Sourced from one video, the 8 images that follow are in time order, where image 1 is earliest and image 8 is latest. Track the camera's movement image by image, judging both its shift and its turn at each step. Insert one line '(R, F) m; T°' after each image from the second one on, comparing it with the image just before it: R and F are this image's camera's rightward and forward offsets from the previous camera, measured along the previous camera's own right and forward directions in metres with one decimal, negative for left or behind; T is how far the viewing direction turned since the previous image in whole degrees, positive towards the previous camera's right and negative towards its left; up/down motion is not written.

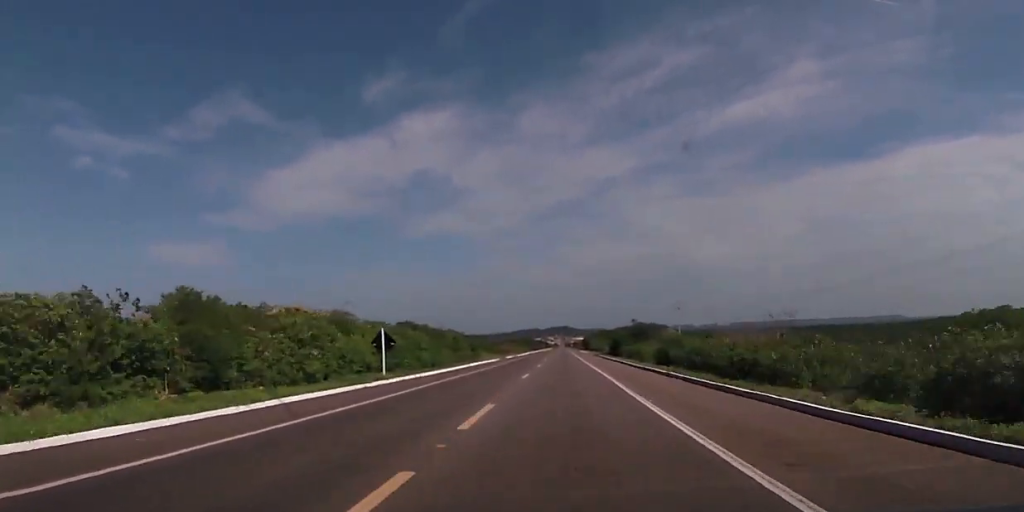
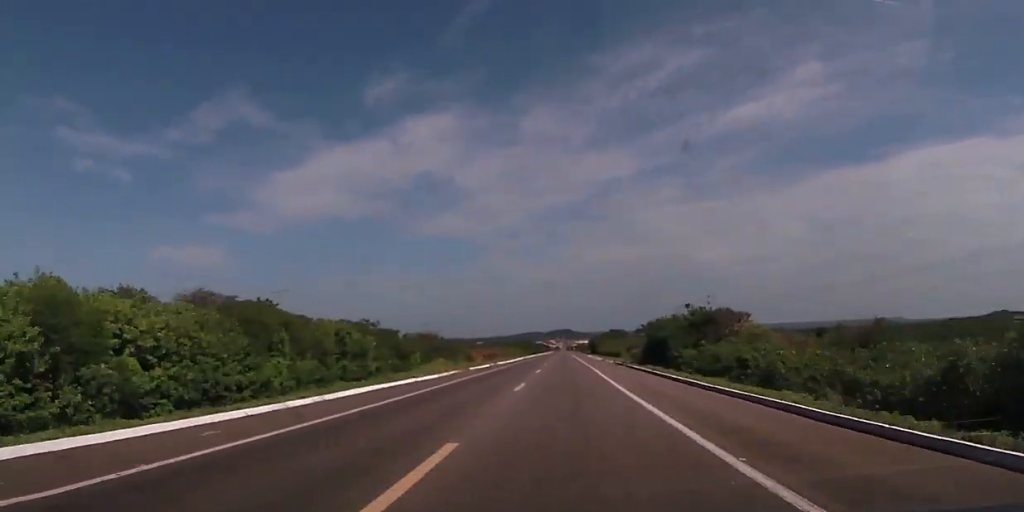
(+0.1, +38.3) m; -1°
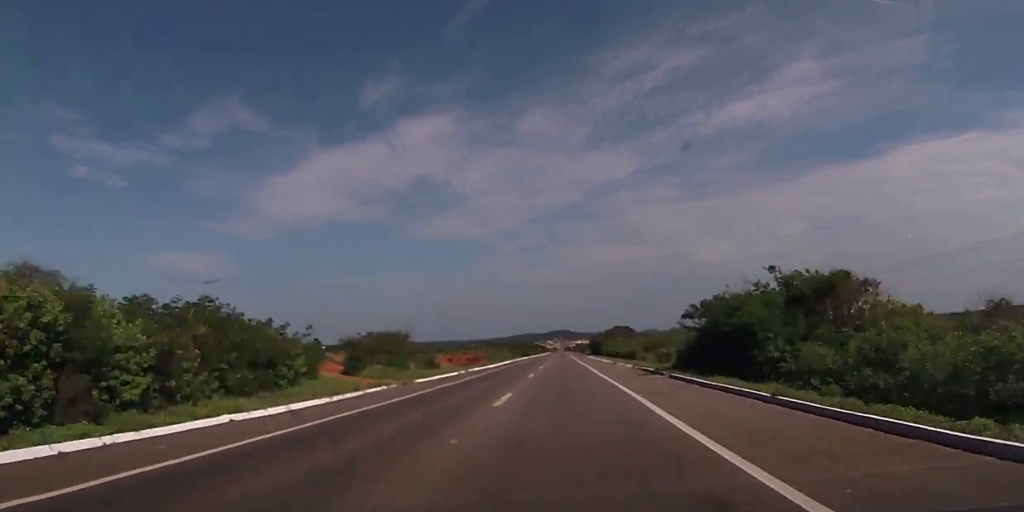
(-0.1, +22.1) m; 0°
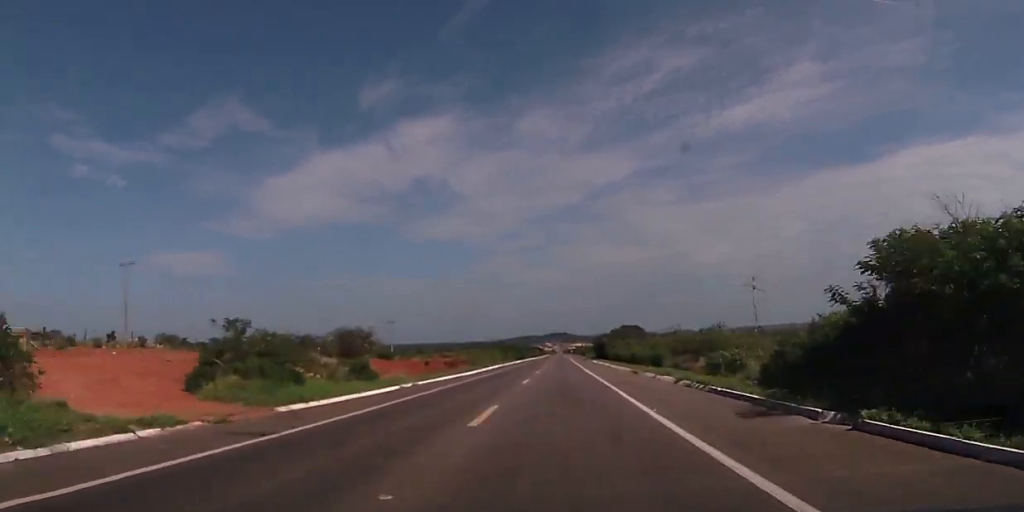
(-0.5, +19.8) m; +1°
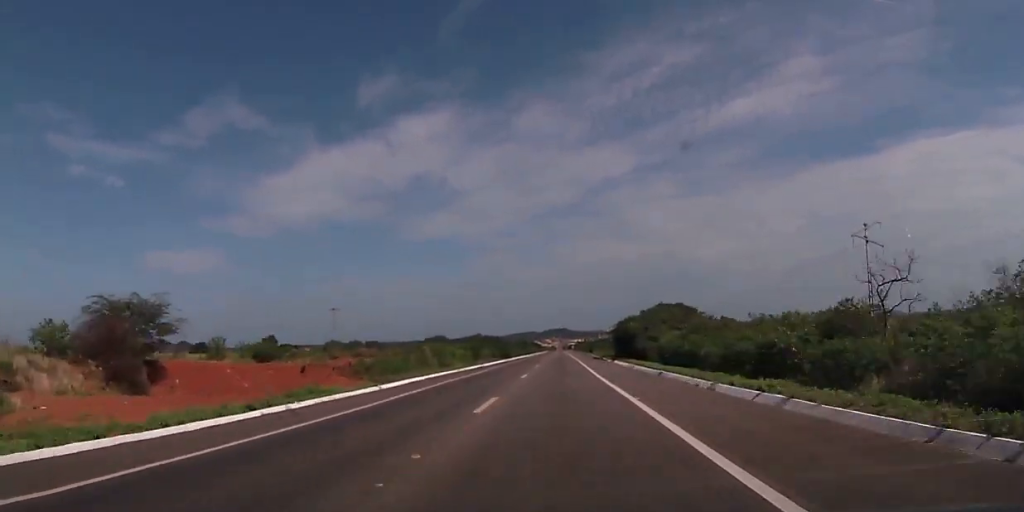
(+1.0, +46.9) m; +1°
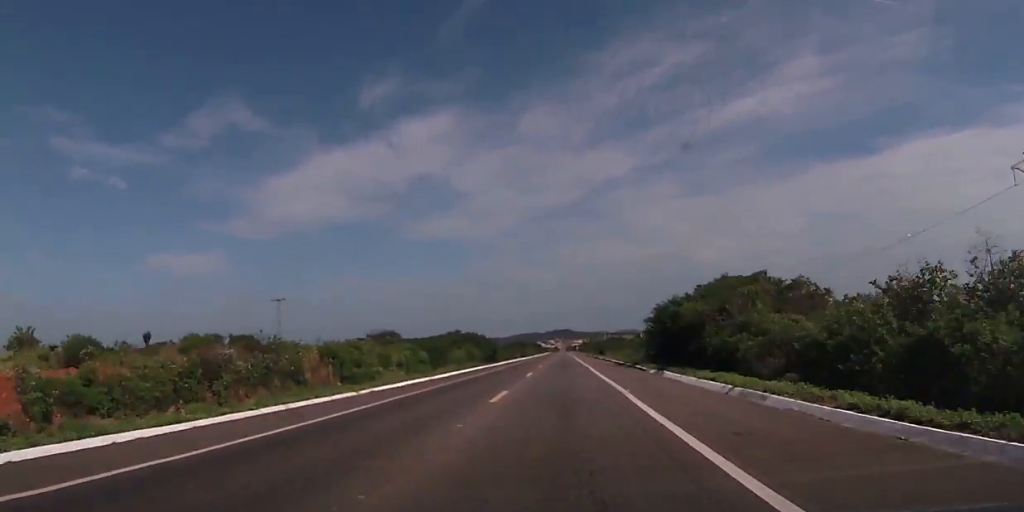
(-0.6, +29.6) m; -1°
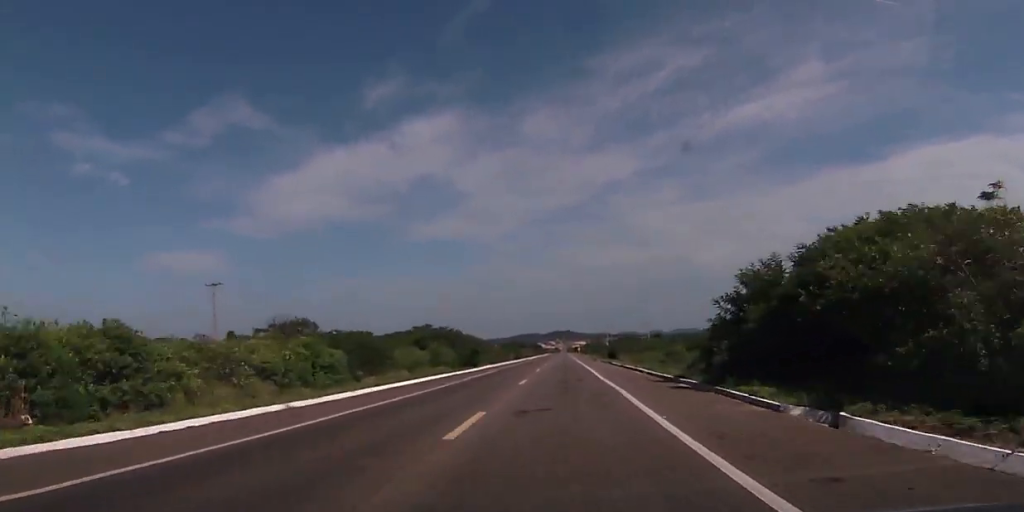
(+0.2, +22.7) m; 0°
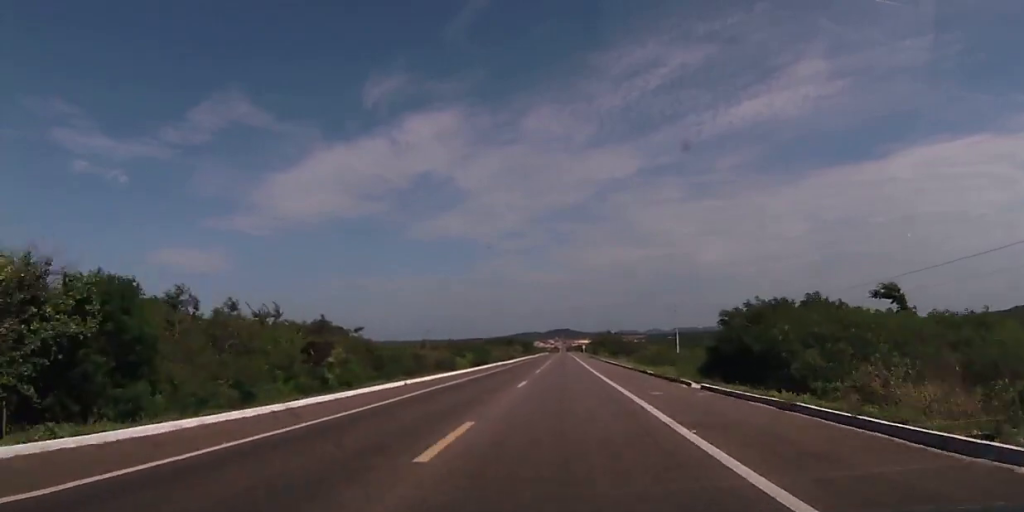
(+0.3, +66.6) m; +1°
